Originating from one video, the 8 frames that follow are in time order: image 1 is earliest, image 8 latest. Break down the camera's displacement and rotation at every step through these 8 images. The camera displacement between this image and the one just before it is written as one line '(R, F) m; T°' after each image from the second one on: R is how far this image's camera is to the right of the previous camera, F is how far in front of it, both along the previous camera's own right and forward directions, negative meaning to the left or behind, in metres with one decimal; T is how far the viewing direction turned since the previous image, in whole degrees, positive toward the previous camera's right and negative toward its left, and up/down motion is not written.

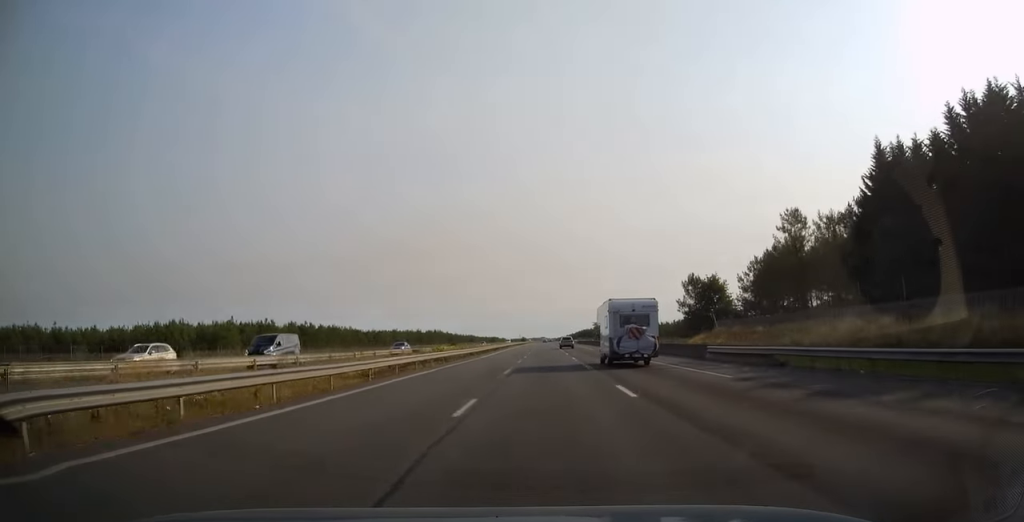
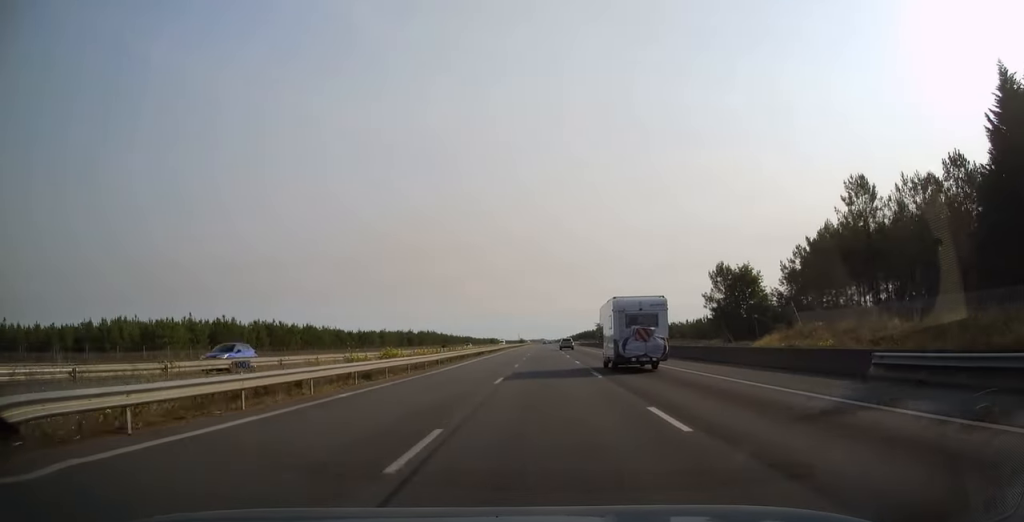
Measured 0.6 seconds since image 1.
(0.0, +17.7) m; 0°
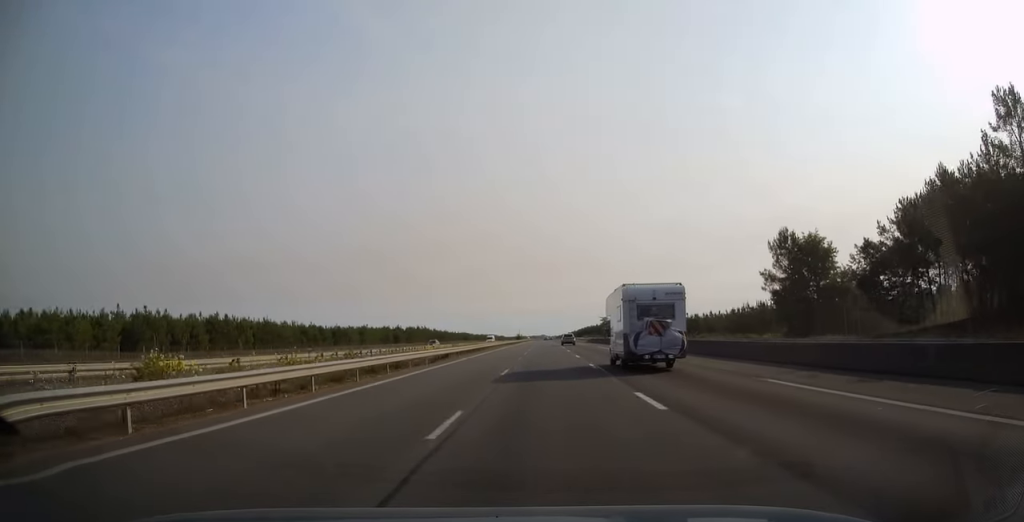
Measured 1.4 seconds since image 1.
(0.0, +24.1) m; 0°
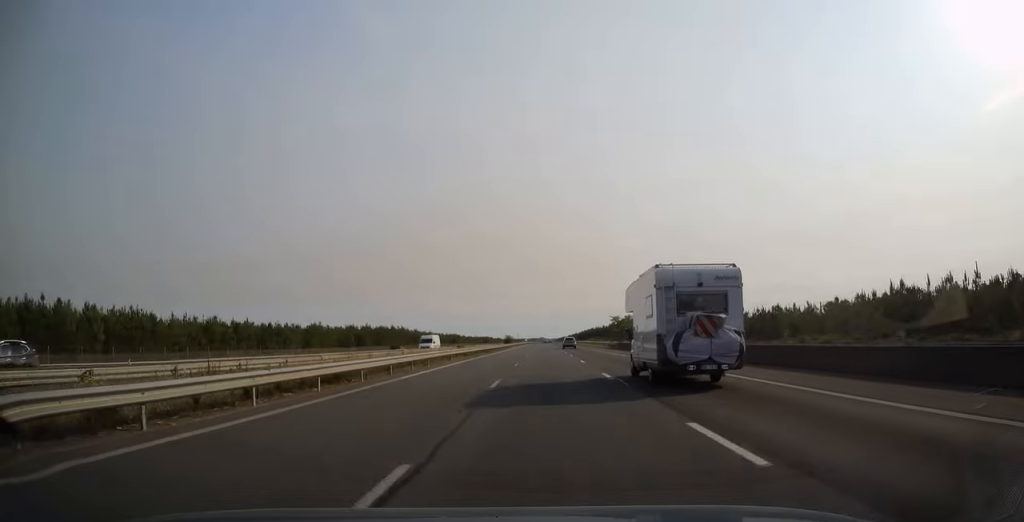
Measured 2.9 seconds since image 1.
(+0.1, +43.8) m; +1°
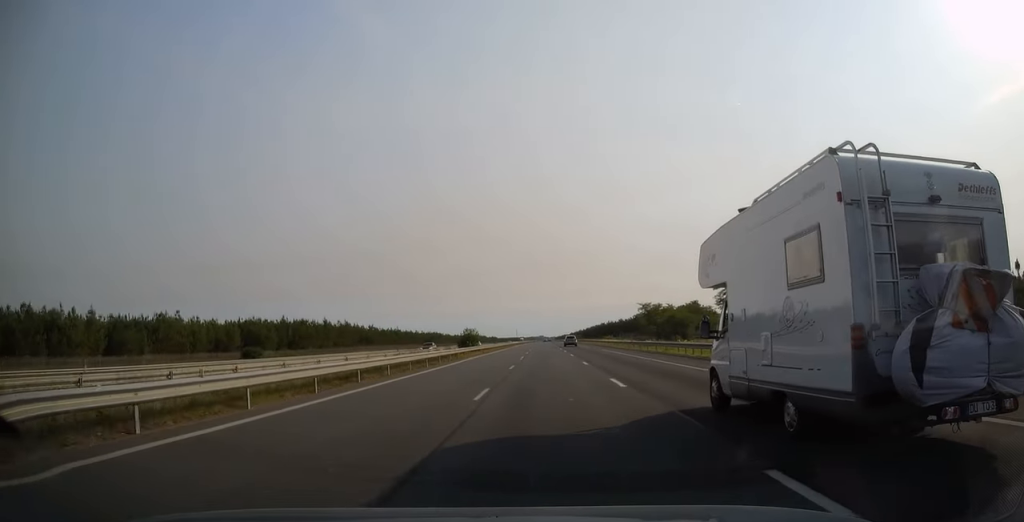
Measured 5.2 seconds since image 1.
(0.0, +68.3) m; 0°
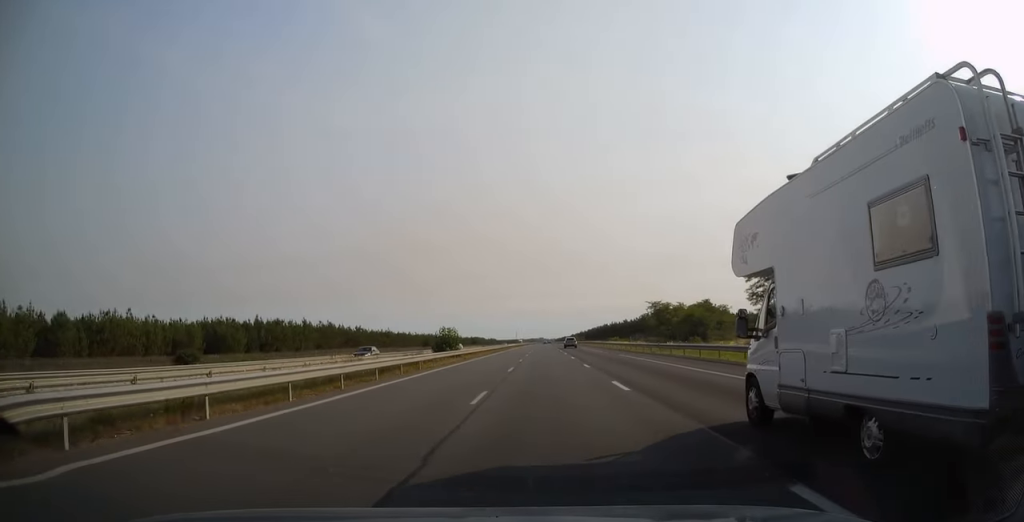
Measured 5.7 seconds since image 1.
(0.0, +13.8) m; 0°
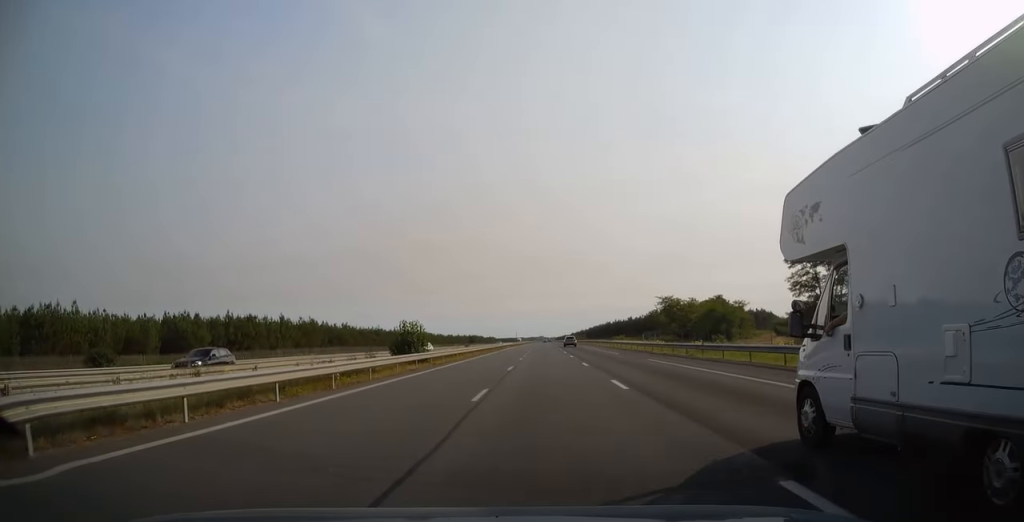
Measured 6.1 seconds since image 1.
(0.0, +12.8) m; 0°
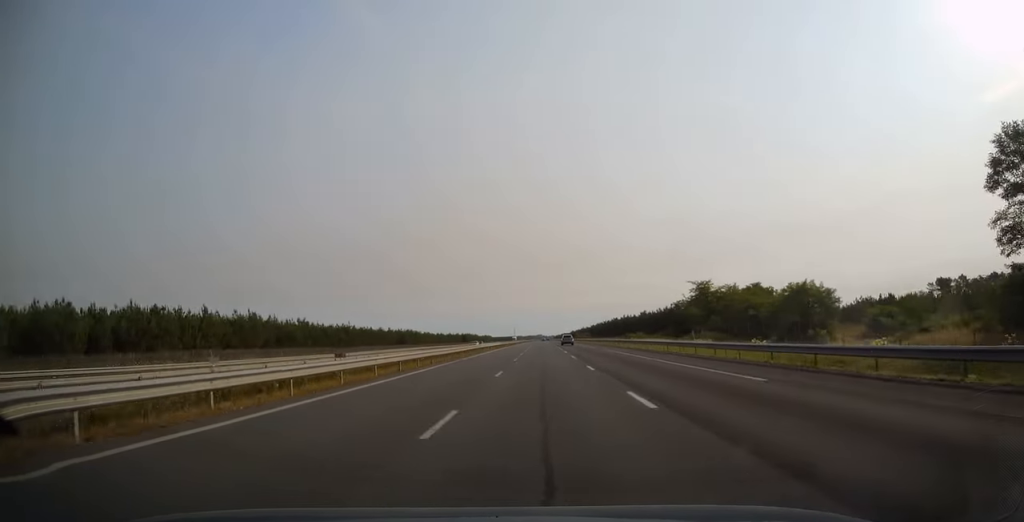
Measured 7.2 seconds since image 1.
(0.0, +31.0) m; 0°
